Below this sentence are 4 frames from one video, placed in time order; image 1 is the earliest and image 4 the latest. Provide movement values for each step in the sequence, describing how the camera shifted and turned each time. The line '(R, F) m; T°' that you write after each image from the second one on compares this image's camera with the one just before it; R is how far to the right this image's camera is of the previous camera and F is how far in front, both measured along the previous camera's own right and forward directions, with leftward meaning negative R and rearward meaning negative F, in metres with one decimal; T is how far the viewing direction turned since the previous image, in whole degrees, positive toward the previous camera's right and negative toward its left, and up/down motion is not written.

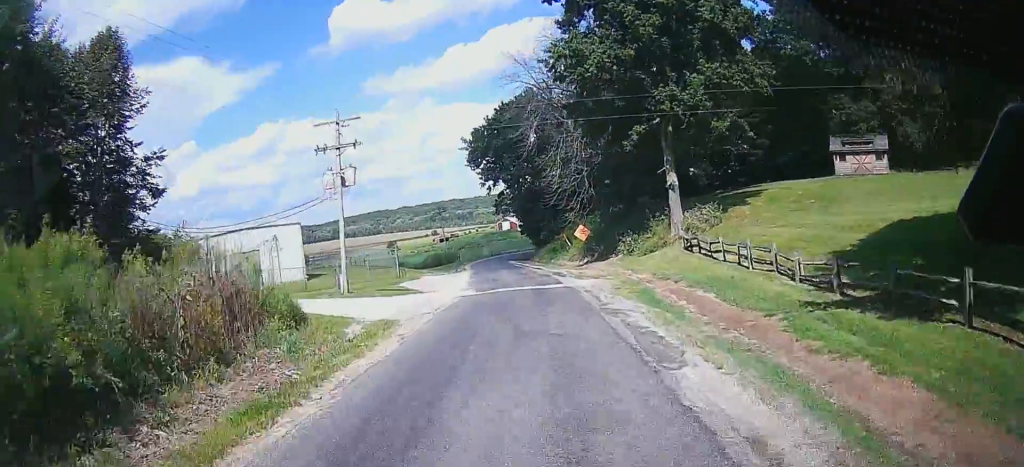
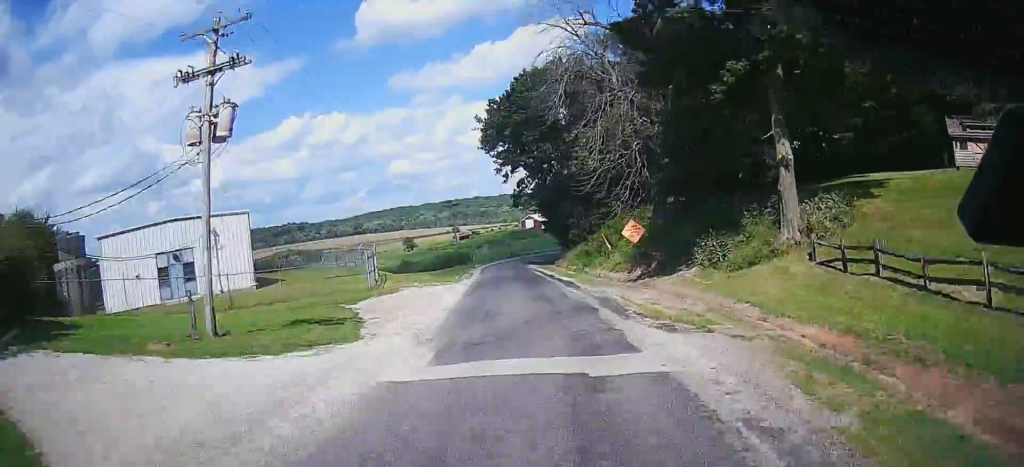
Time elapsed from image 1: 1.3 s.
(0.0, +14.7) m; -3°
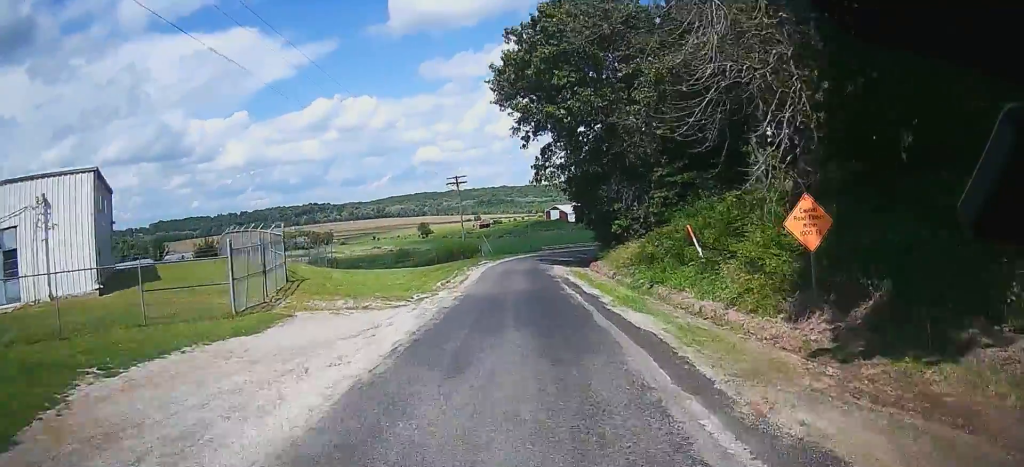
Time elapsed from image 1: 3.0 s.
(-1.1, +18.9) m; -4°
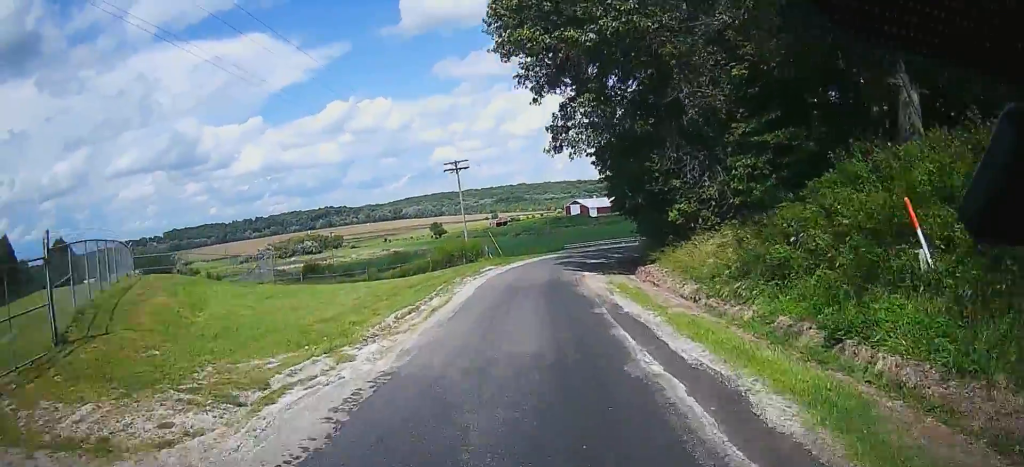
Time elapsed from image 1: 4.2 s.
(0.0, +14.2) m; 0°
